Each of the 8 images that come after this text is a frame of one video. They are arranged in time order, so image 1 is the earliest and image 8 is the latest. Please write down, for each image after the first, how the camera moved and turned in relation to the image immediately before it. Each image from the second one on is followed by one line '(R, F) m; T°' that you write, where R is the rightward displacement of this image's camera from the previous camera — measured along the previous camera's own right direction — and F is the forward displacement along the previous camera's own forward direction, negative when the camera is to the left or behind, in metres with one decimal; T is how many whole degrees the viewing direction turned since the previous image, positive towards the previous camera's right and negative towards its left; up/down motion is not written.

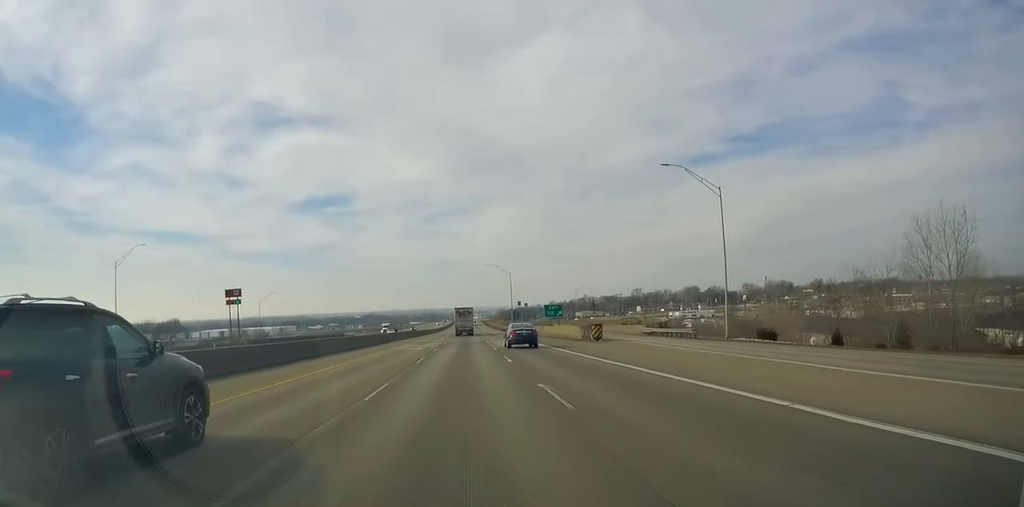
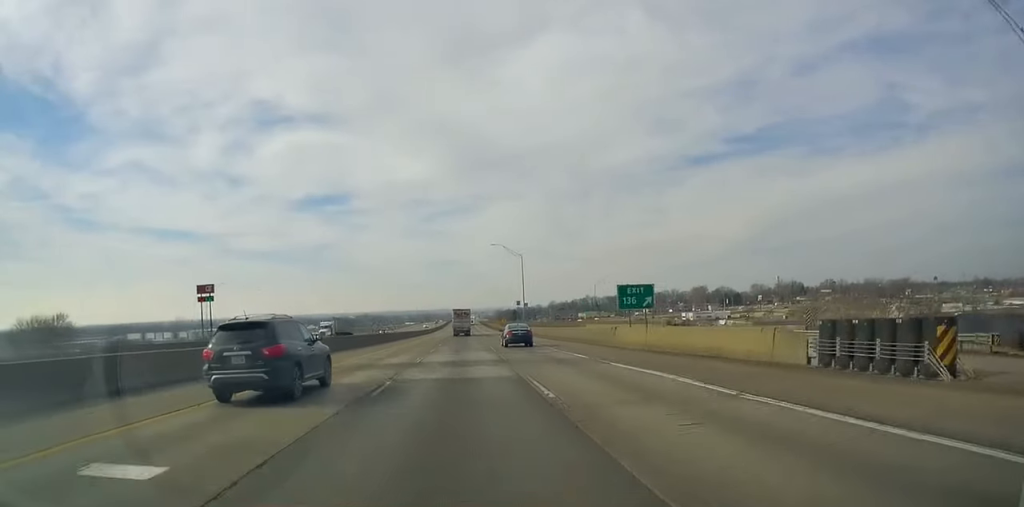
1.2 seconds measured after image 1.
(+0.4, +36.3) m; 0°
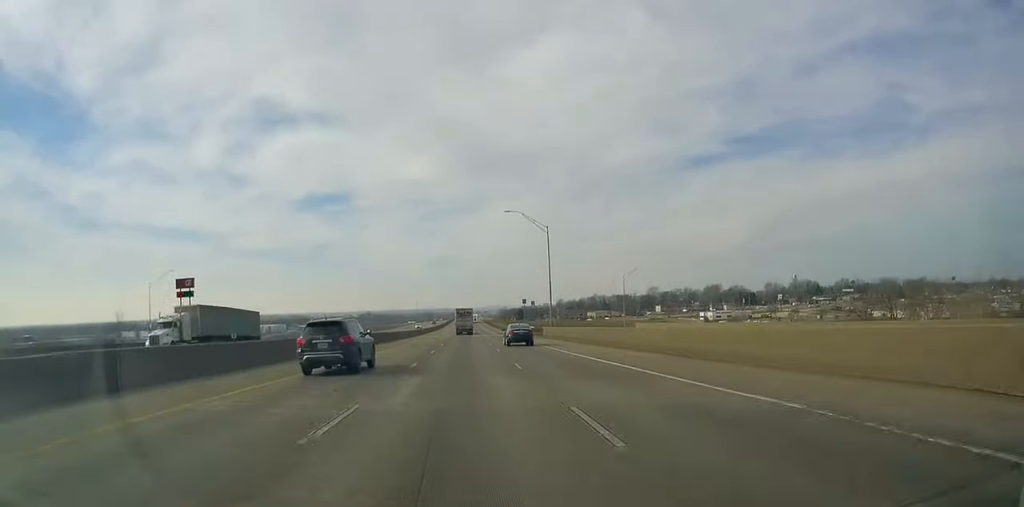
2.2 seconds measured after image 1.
(-0.1, +29.3) m; -1°
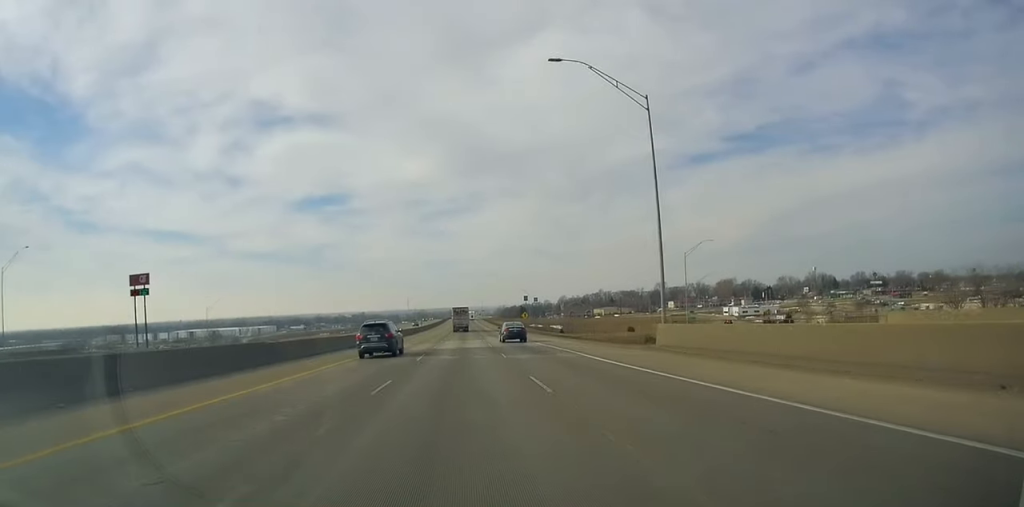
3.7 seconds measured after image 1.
(+0.4, +43.4) m; +1°
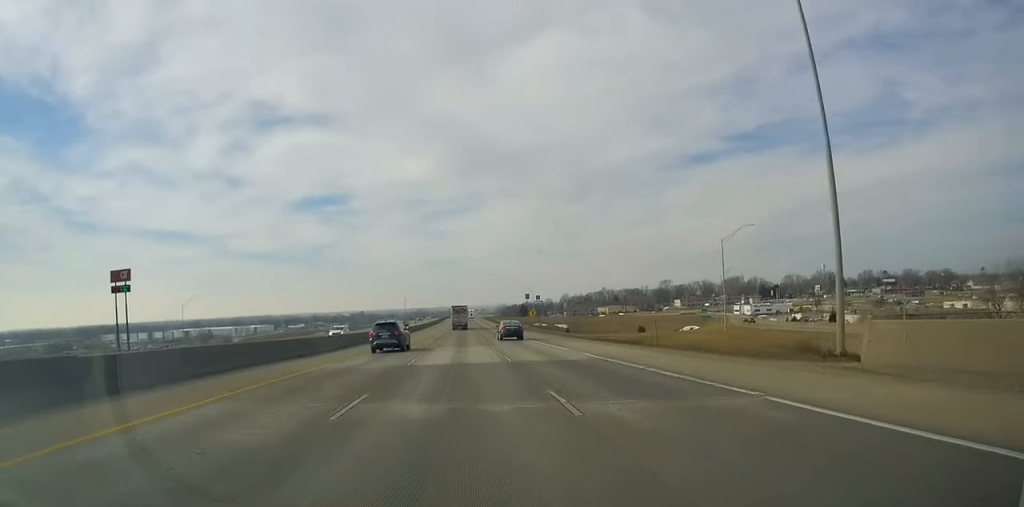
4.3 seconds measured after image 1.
(-0.2, +16.3) m; 0°
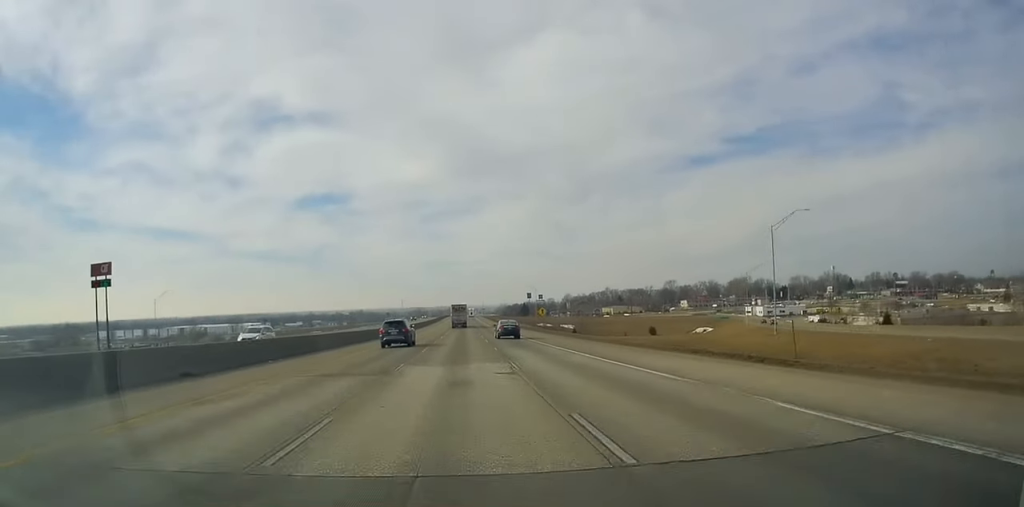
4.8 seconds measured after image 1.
(-0.2, +15.1) m; -1°
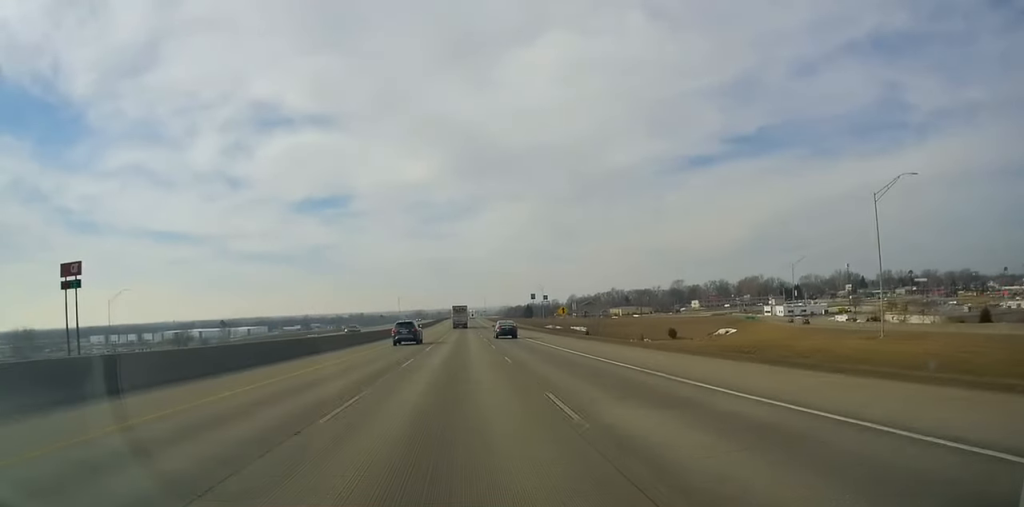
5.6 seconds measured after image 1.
(0.0, +21.9) m; 0°
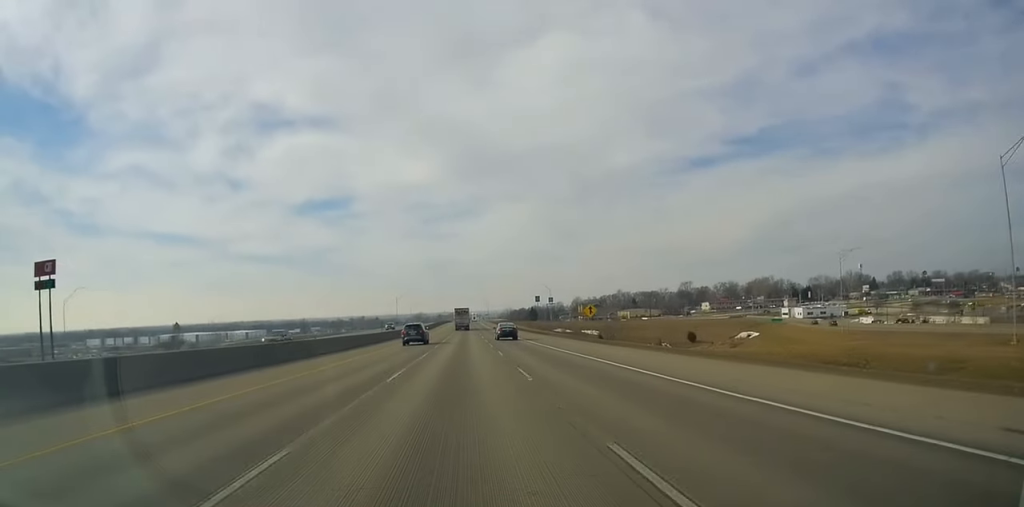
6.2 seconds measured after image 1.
(0.0, +17.3) m; 0°
